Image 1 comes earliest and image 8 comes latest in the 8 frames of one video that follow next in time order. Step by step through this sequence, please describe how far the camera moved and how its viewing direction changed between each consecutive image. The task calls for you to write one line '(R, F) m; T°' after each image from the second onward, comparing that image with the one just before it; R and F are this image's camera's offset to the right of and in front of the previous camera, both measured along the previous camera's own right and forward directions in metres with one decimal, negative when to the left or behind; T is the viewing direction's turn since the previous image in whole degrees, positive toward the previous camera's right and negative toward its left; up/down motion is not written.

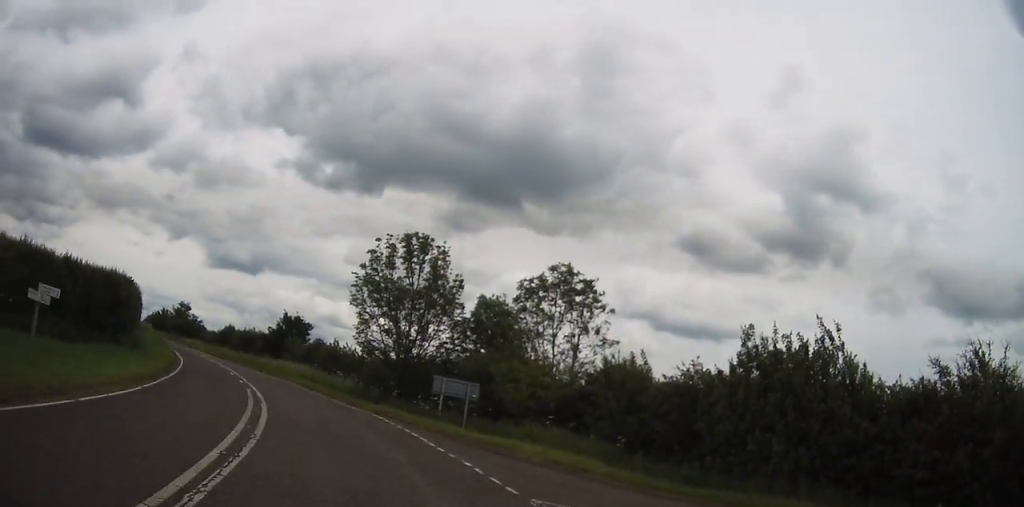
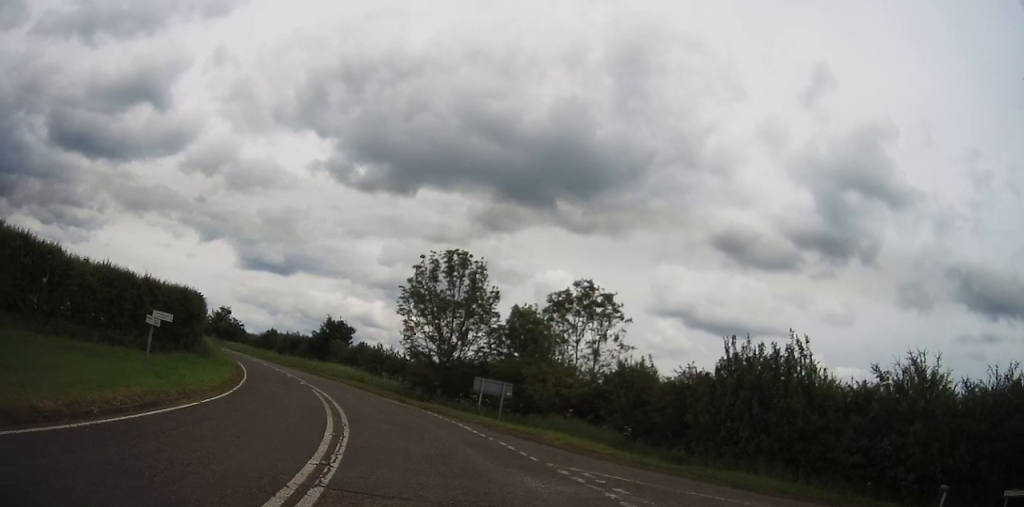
(-0.5, +3.8) m; -7°
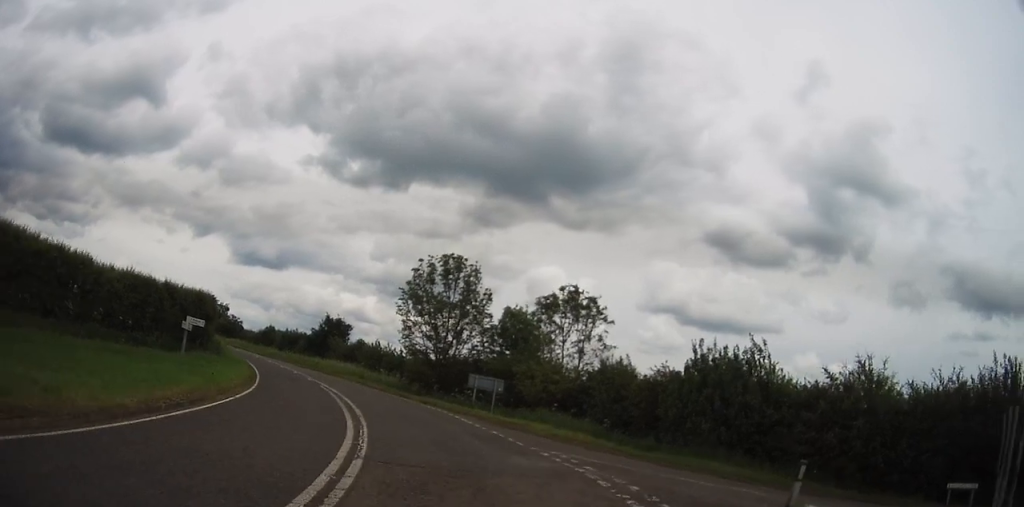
(0.0, +2.4) m; +1°
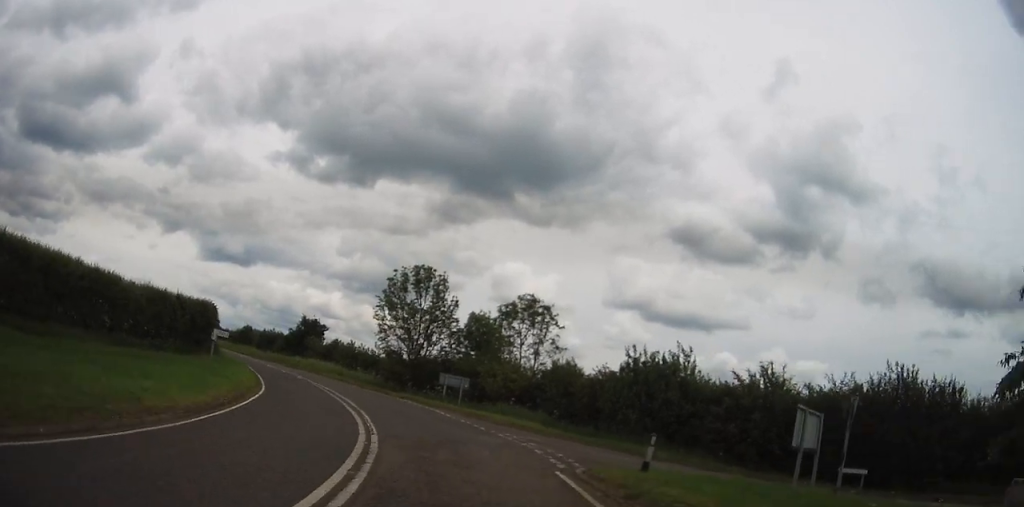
(+0.2, +4.6) m; +5°
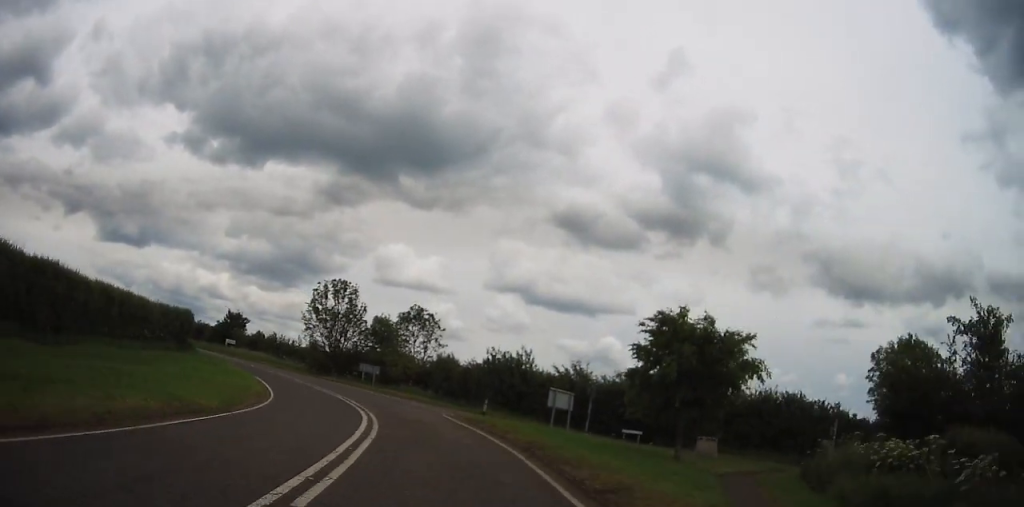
(+1.6, +14.1) m; +11°
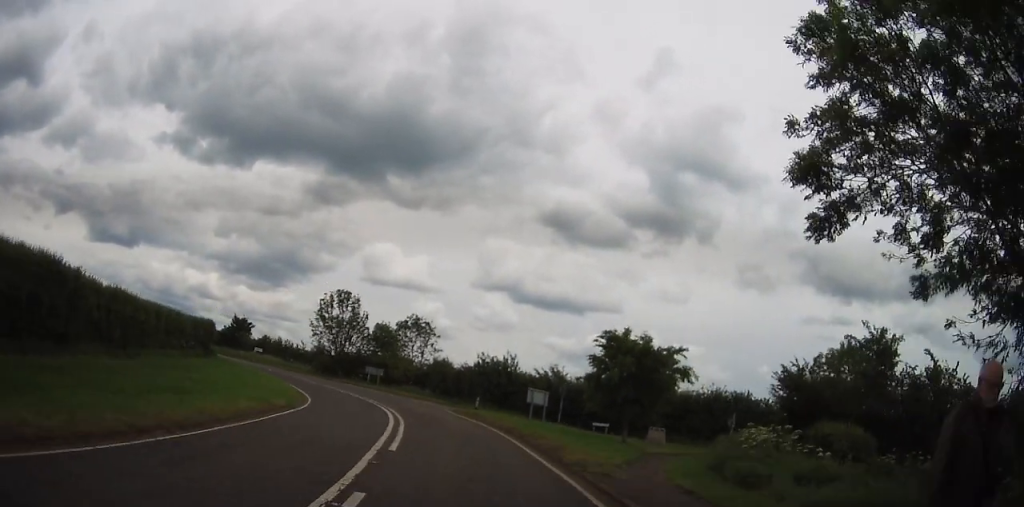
(+0.3, +6.6) m; 0°
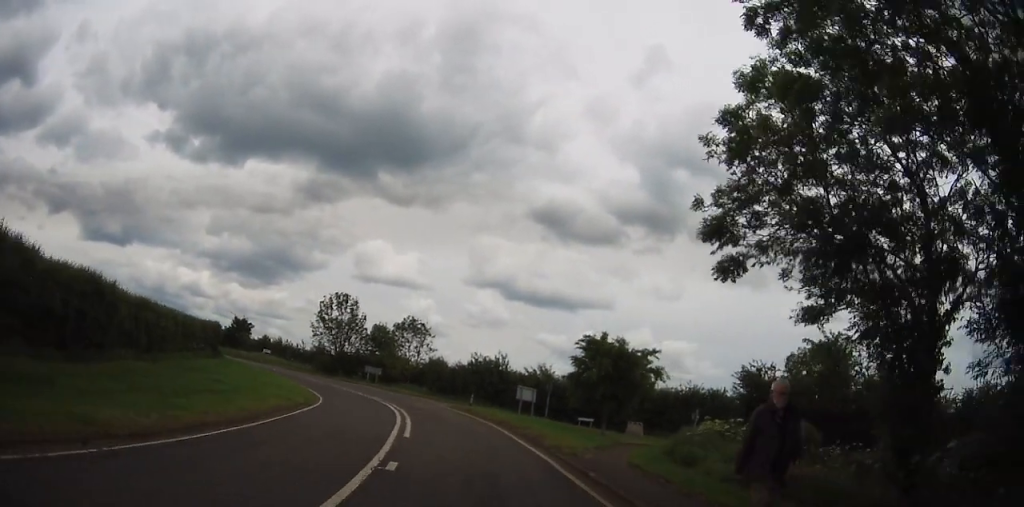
(-0.2, +3.4) m; -1°
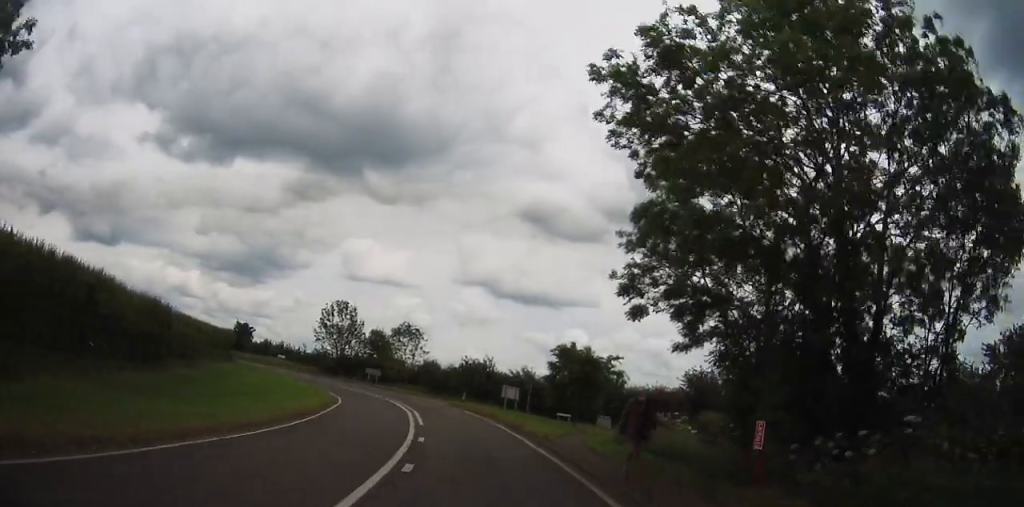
(-0.1, +6.4) m; 0°
